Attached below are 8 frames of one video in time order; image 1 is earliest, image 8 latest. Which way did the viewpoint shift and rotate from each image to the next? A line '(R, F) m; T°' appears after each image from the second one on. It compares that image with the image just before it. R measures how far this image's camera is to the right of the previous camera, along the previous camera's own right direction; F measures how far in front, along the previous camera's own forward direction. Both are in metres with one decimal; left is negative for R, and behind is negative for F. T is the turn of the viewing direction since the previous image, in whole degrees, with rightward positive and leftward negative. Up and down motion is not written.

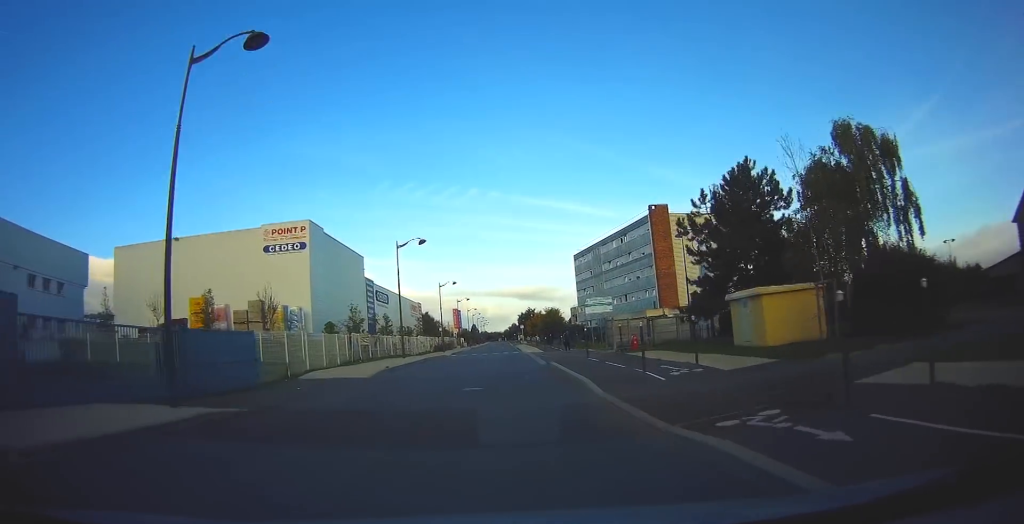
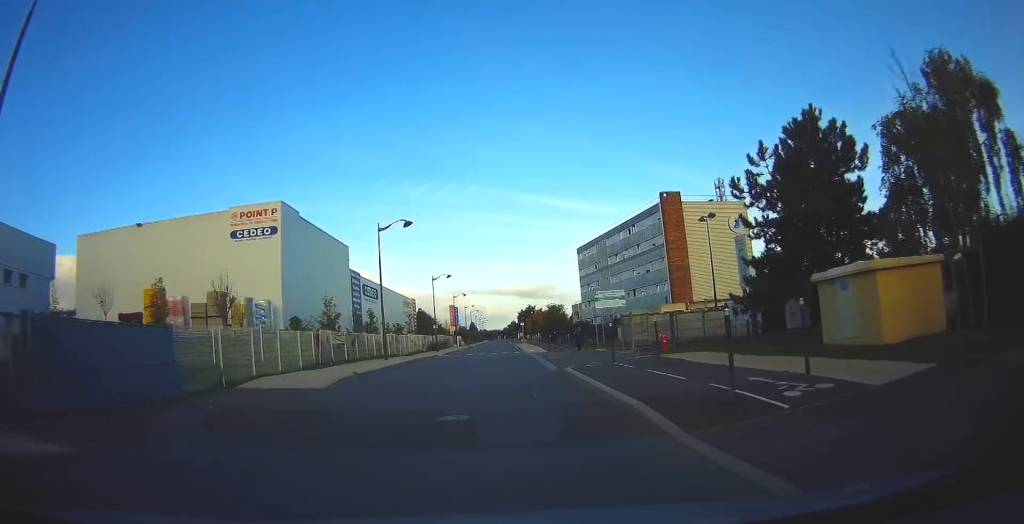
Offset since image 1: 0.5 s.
(+0.2, +5.9) m; 0°
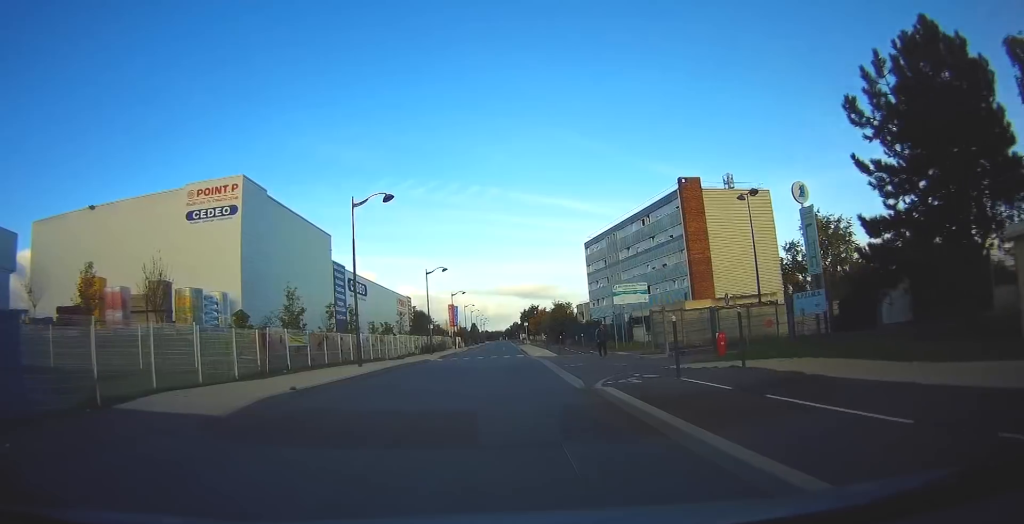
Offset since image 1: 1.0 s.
(0.0, +6.7) m; 0°
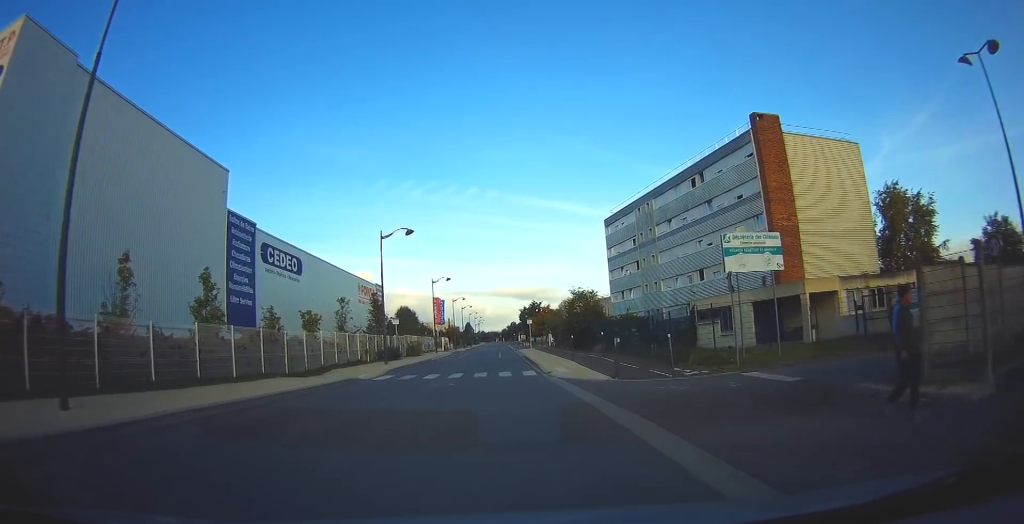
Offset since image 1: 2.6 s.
(+0.2, +20.3) m; +1°
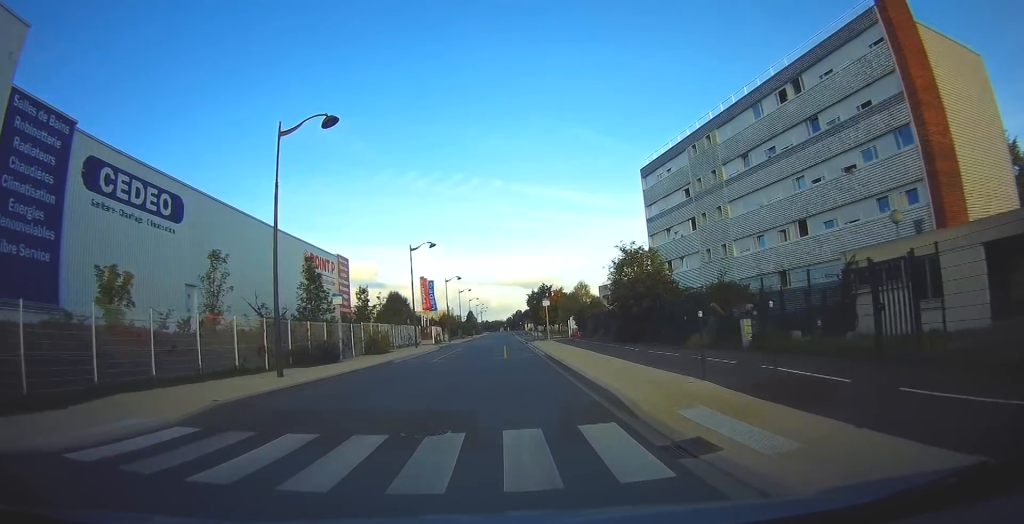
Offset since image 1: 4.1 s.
(-0.4, +18.0) m; -1°
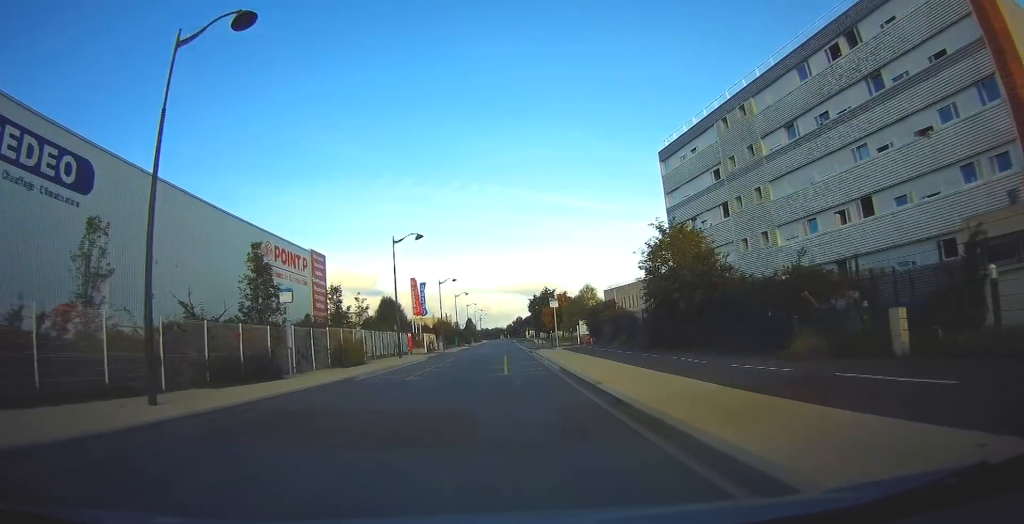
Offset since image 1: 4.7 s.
(-0.1, +7.2) m; +1°
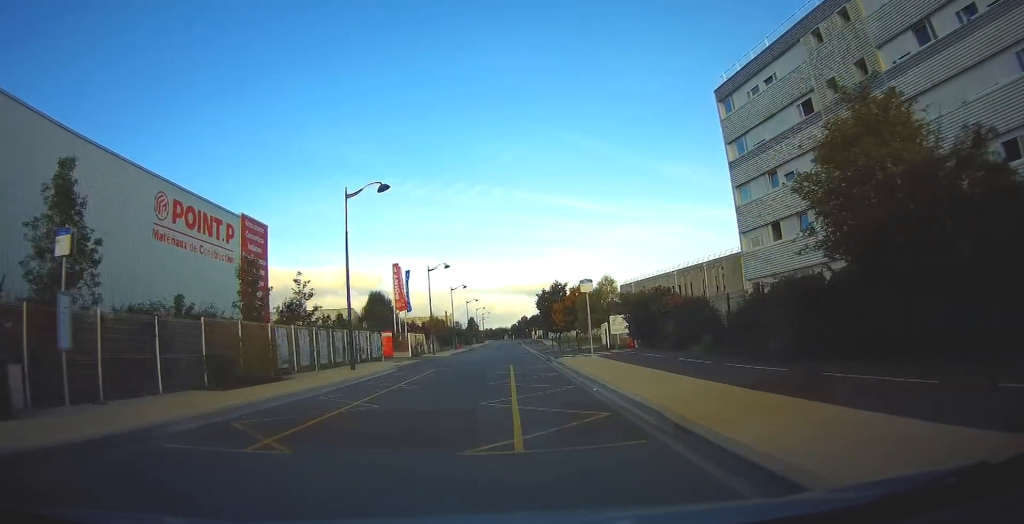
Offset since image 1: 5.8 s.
(+0.3, +13.2) m; 0°
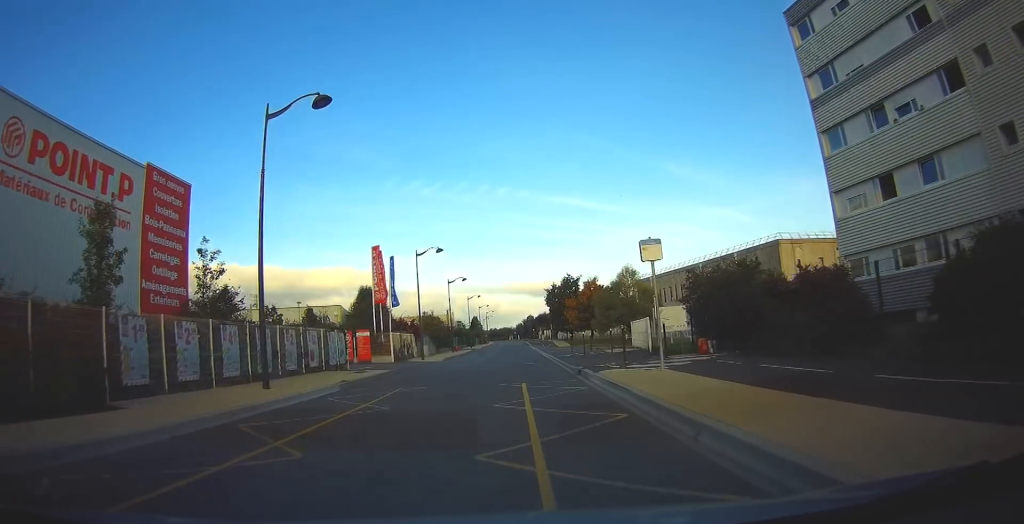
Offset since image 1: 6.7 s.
(-0.2, +10.2) m; -3°
